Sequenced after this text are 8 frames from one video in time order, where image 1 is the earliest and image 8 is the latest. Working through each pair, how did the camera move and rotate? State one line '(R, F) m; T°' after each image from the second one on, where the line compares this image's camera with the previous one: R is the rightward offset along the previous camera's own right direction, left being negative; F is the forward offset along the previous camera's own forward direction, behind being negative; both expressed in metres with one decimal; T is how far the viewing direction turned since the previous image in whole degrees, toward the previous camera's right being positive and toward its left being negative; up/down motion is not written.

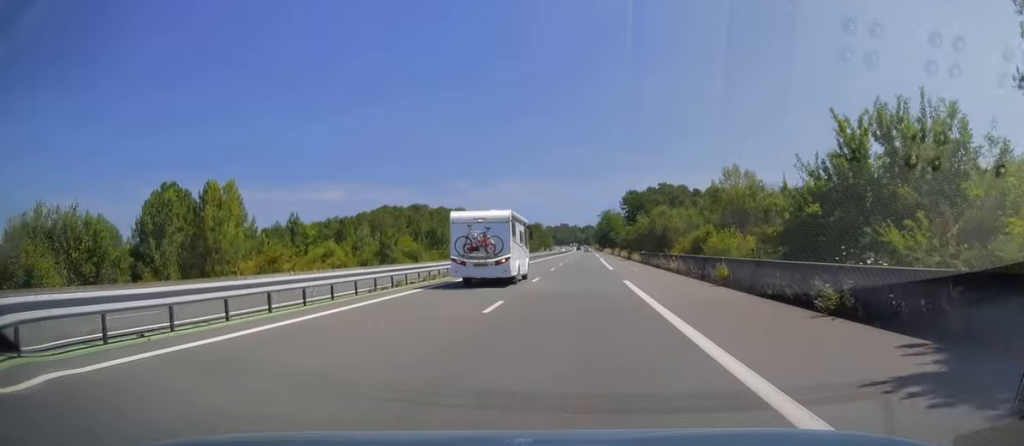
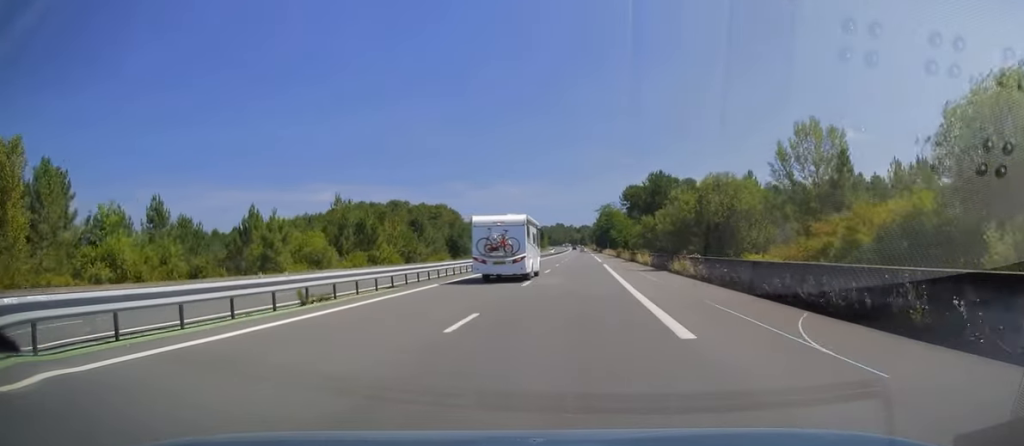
(+0.2, +29.5) m; 0°
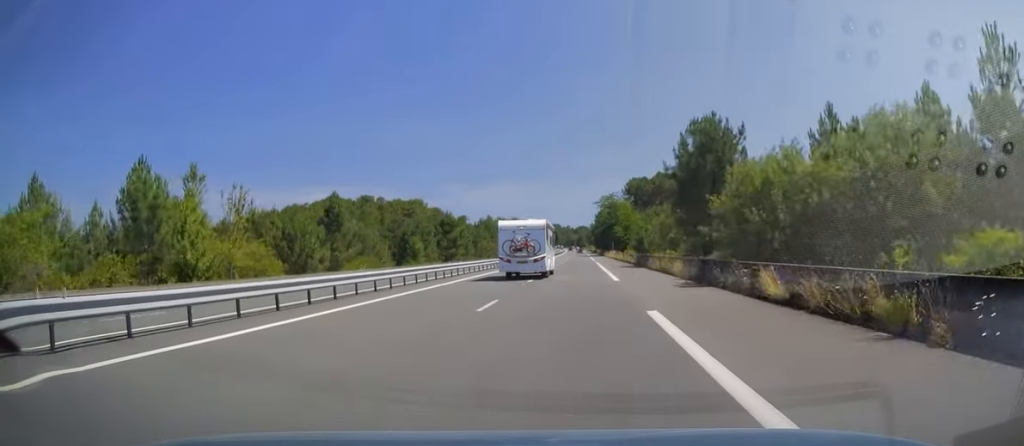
(-0.1, +35.5) m; 0°
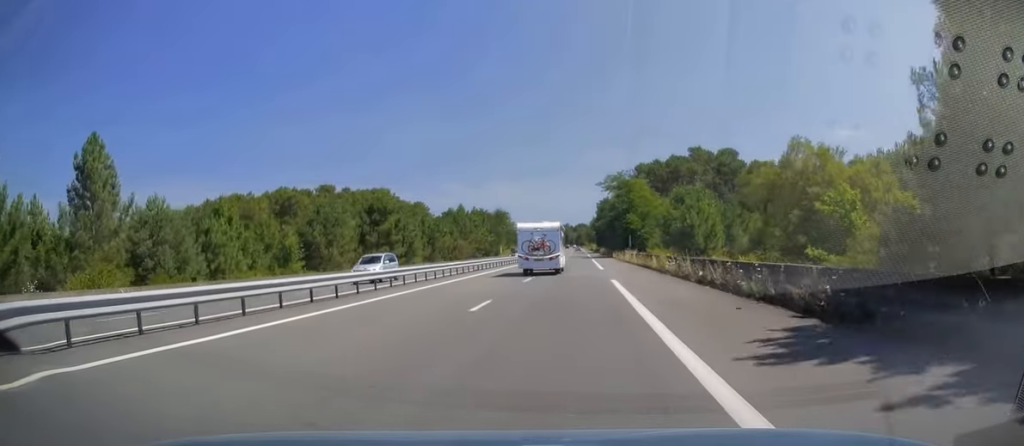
(+0.3, +39.4) m; 0°
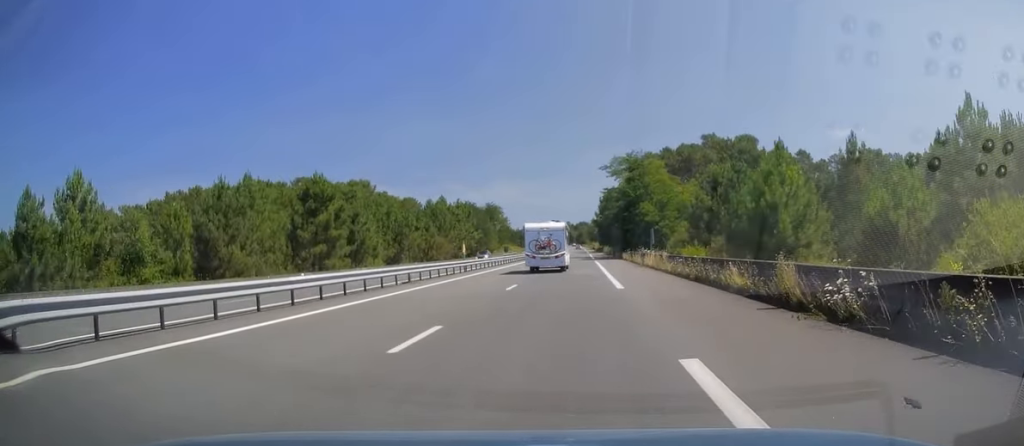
(0.0, +19.2) m; 0°
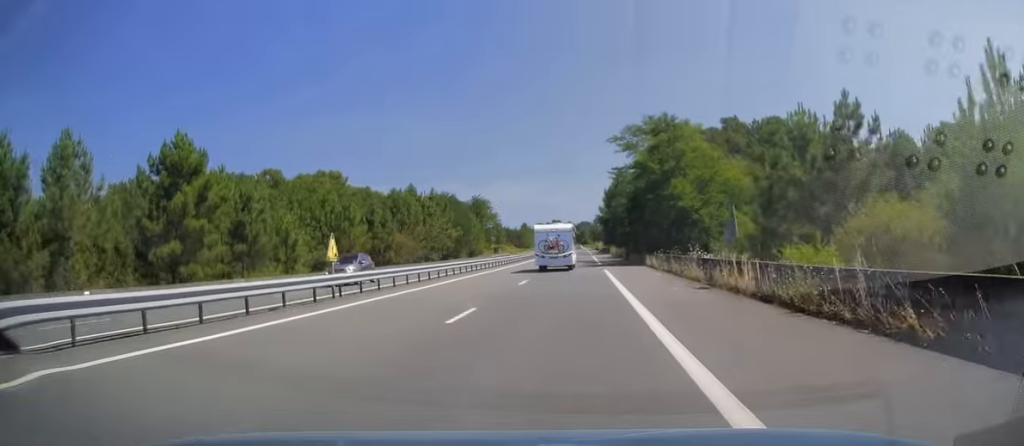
(-0.1, +22.7) m; 0°
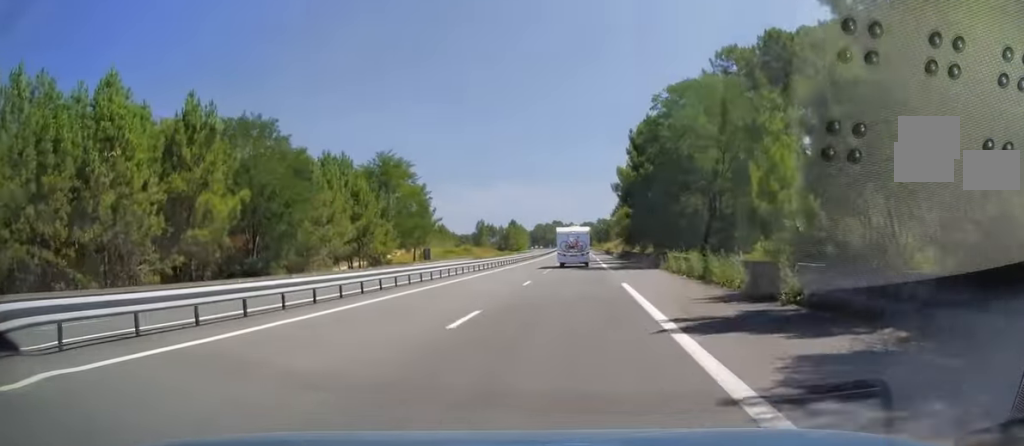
(-0.1, +66.6) m; 0°
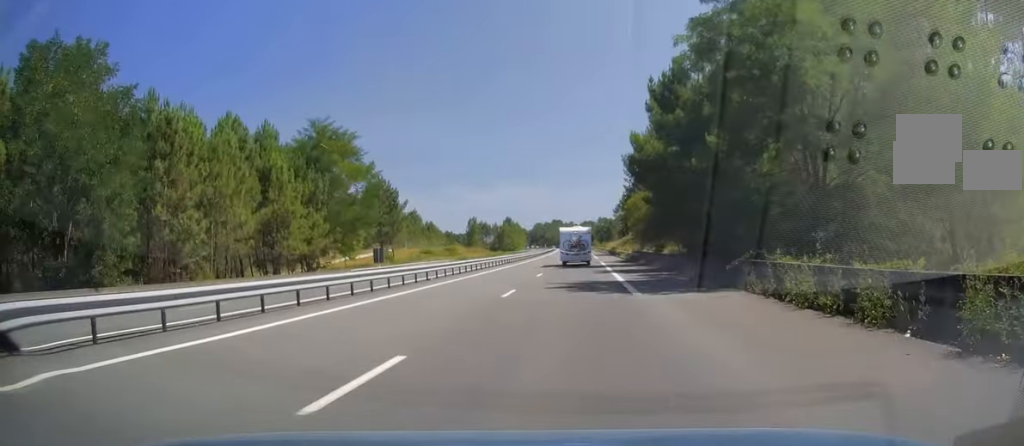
(-0.1, +19.2) m; 0°
